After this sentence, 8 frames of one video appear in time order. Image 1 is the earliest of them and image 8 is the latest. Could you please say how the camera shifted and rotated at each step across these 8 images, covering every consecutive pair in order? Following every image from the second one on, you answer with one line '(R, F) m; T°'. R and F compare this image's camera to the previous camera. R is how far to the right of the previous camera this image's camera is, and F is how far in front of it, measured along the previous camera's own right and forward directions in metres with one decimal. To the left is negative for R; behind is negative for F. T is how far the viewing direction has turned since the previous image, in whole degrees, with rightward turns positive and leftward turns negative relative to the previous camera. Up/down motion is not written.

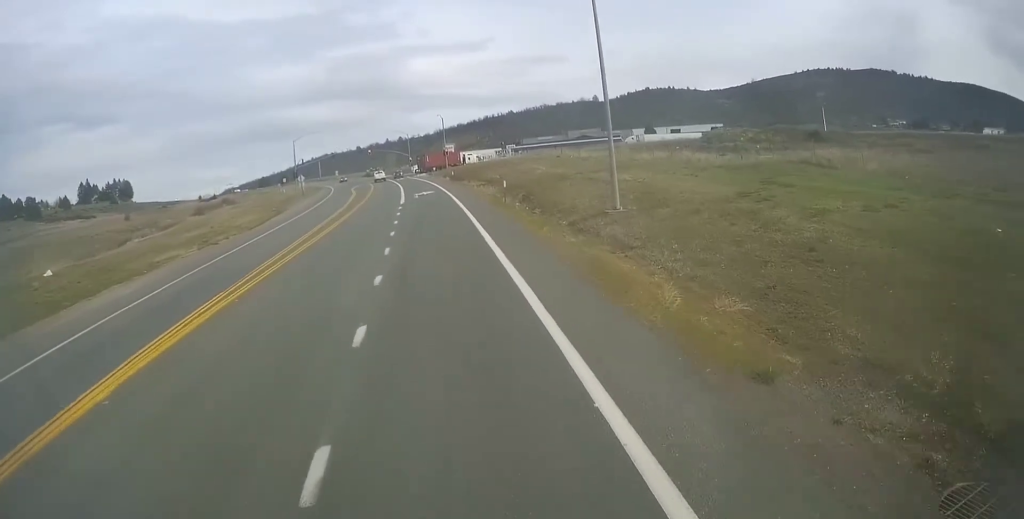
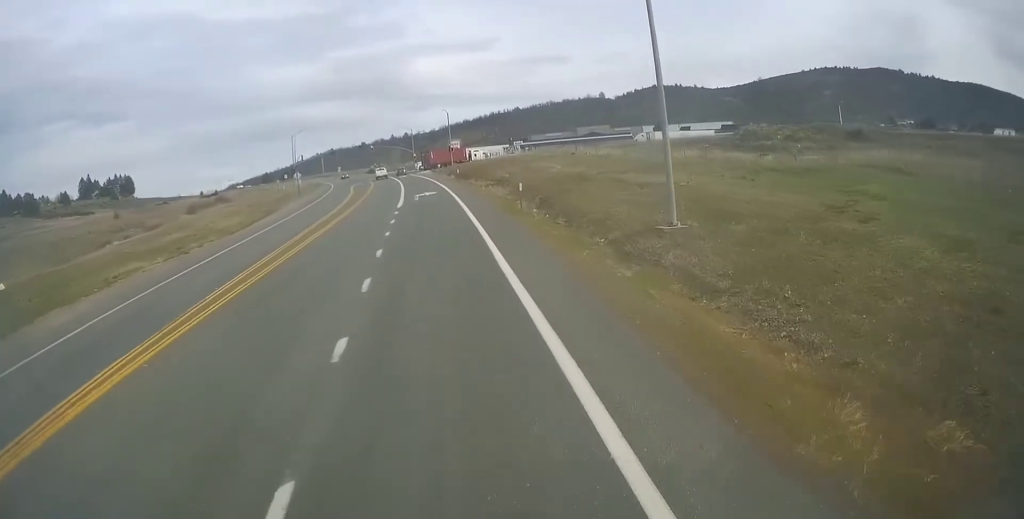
(+0.3, +5.4) m; 0°
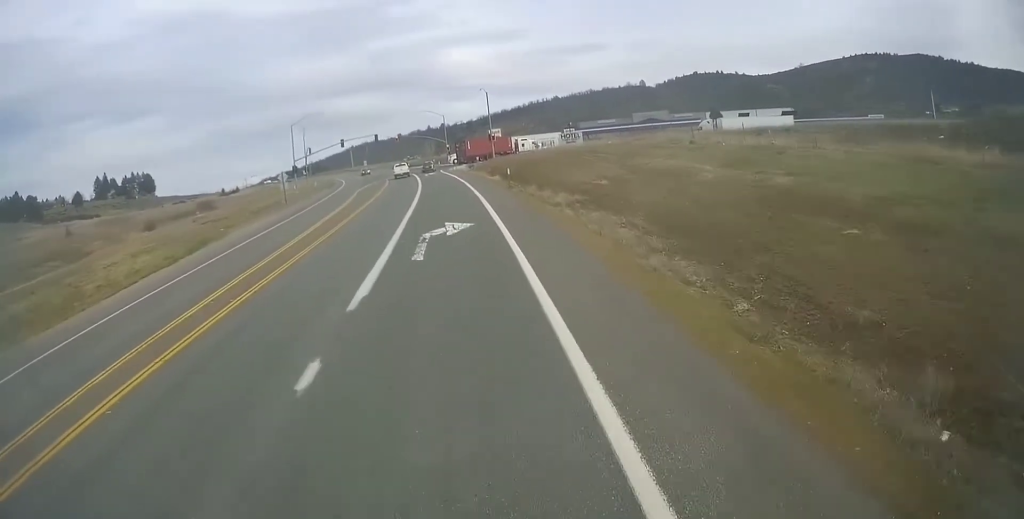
(-0.2, +23.3) m; -3°
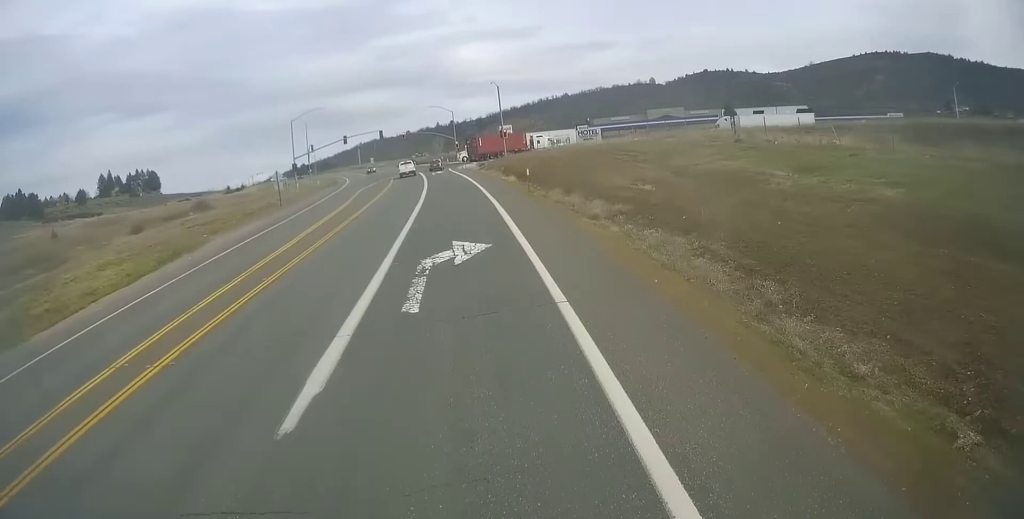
(-0.1, +5.0) m; -1°
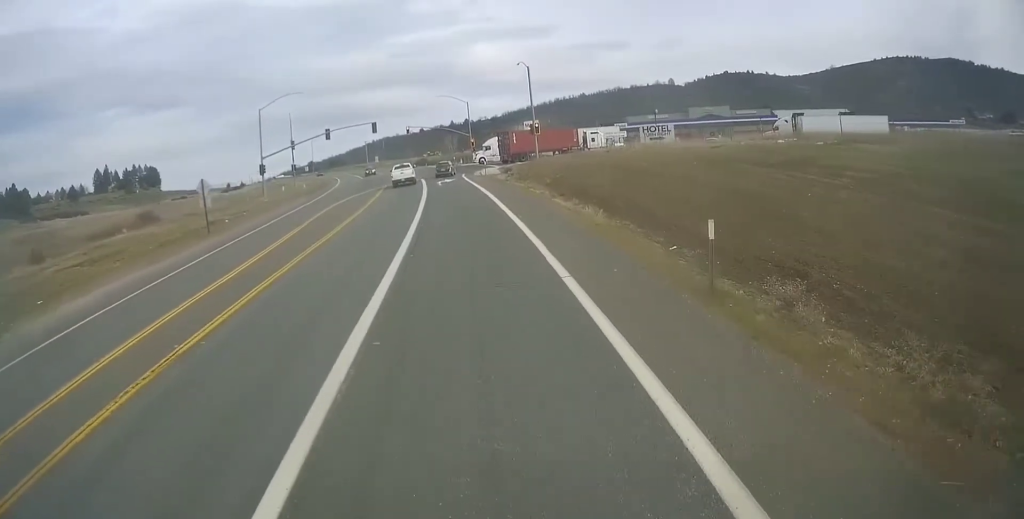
(-0.9, +20.0) m; -1°
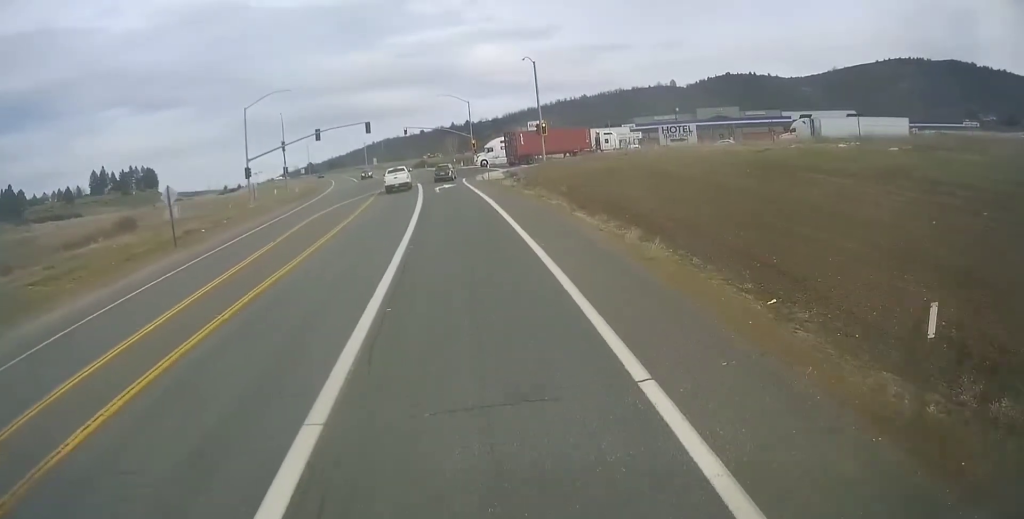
(0.0, +5.0) m; +1°
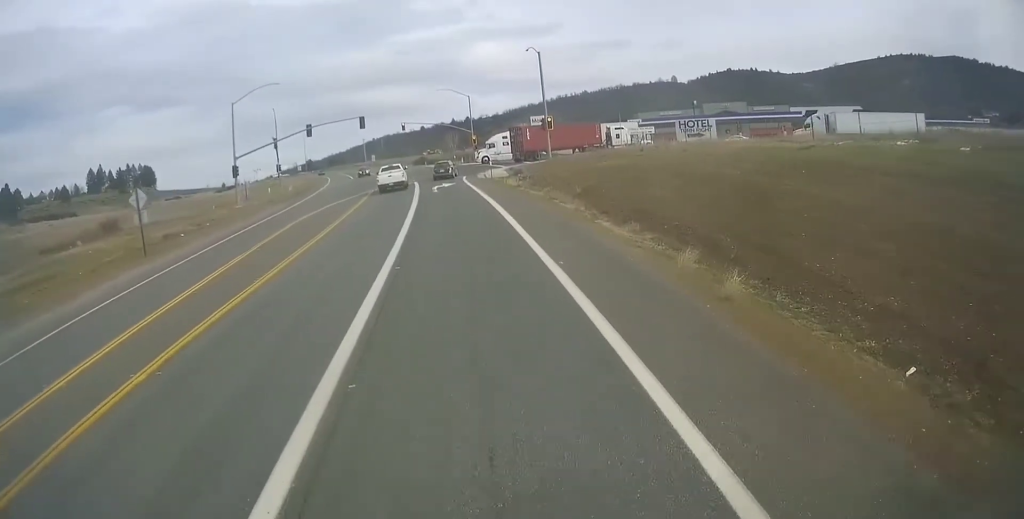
(+0.2, +3.8) m; -1°
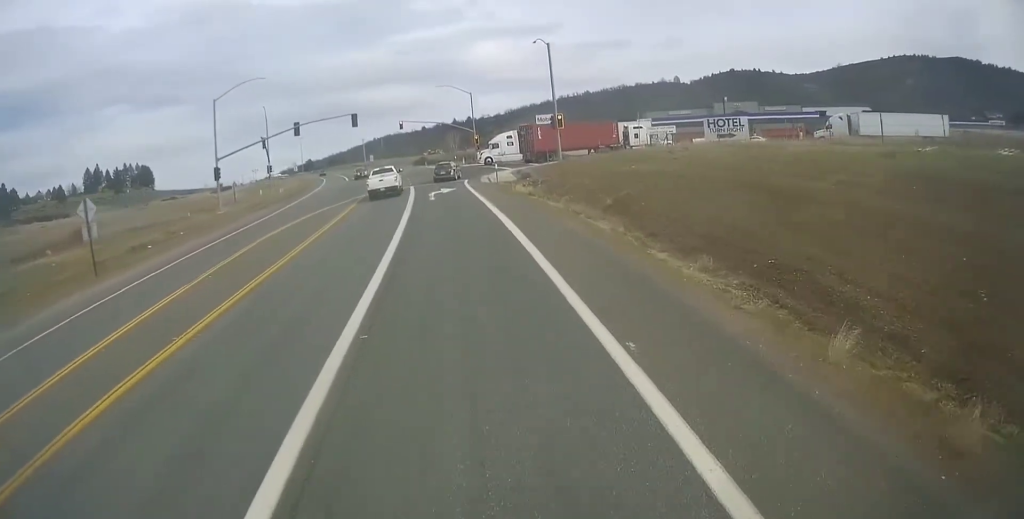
(+0.1, +5.4) m; -2°
